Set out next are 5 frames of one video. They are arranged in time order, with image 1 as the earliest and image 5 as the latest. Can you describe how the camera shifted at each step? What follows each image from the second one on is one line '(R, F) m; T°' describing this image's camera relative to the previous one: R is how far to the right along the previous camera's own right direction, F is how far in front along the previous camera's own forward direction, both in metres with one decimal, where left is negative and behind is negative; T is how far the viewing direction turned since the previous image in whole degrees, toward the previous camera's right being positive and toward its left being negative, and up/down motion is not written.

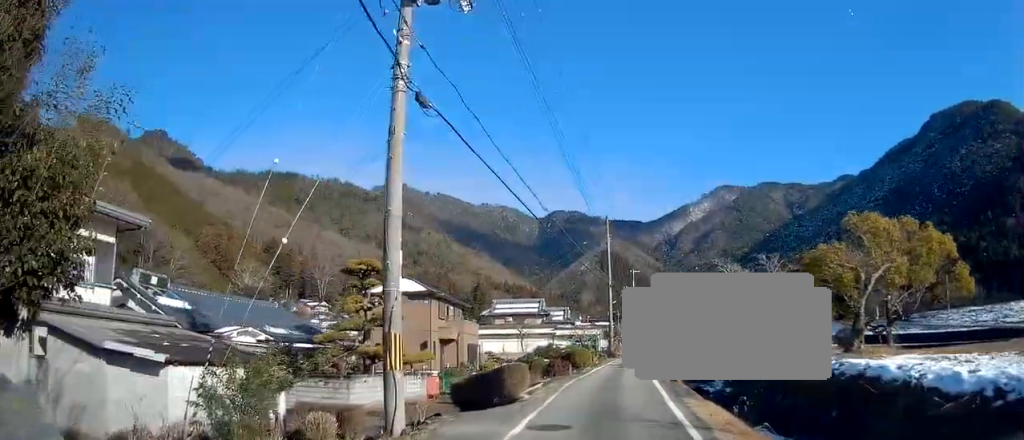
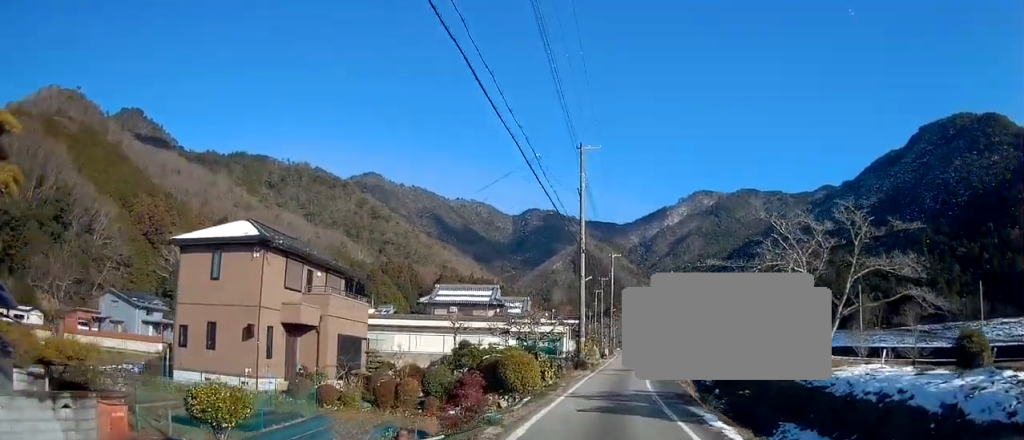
(0.0, +21.1) m; +1°
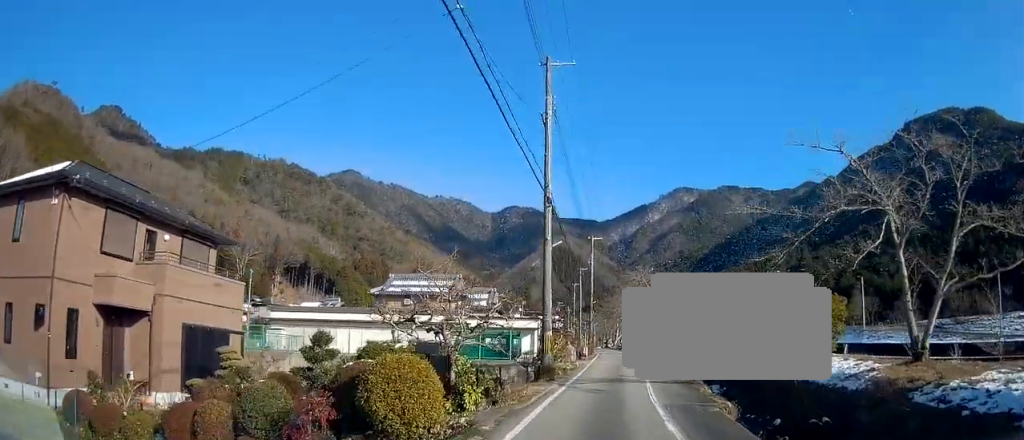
(+0.1, +11.0) m; +2°
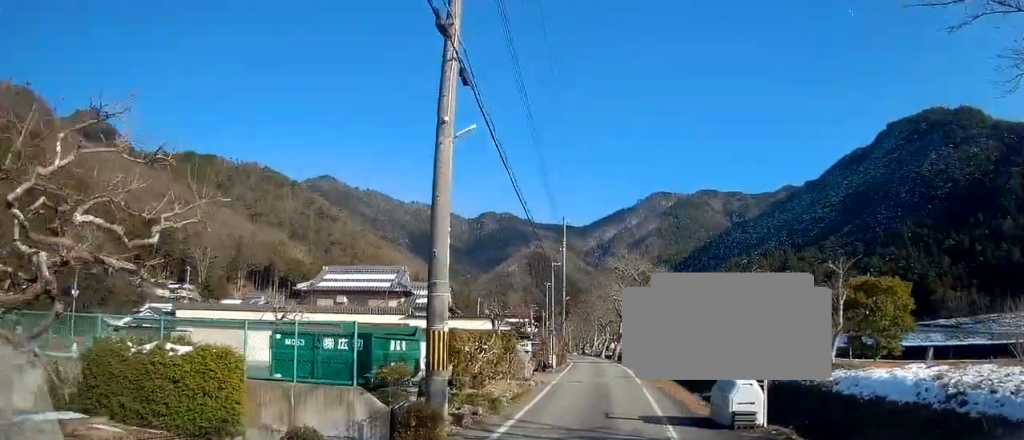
(+0.2, +12.5) m; +2°
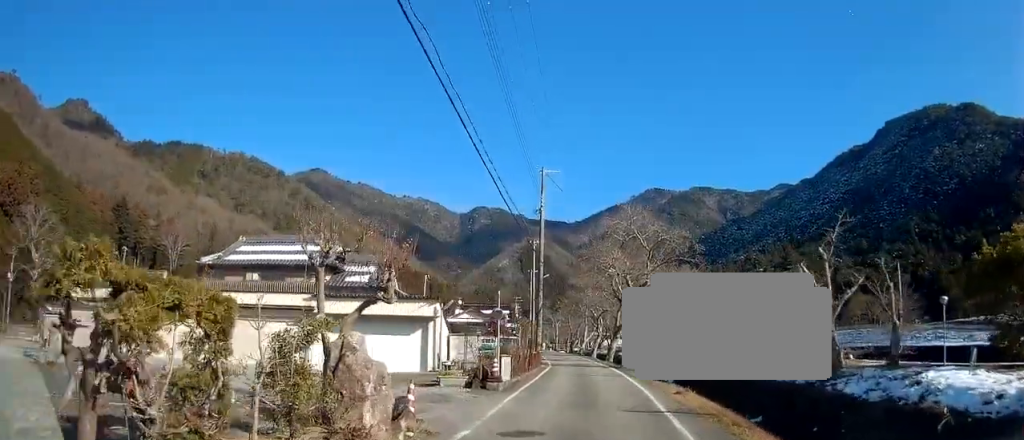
(+0.4, +13.7) m; +2°
